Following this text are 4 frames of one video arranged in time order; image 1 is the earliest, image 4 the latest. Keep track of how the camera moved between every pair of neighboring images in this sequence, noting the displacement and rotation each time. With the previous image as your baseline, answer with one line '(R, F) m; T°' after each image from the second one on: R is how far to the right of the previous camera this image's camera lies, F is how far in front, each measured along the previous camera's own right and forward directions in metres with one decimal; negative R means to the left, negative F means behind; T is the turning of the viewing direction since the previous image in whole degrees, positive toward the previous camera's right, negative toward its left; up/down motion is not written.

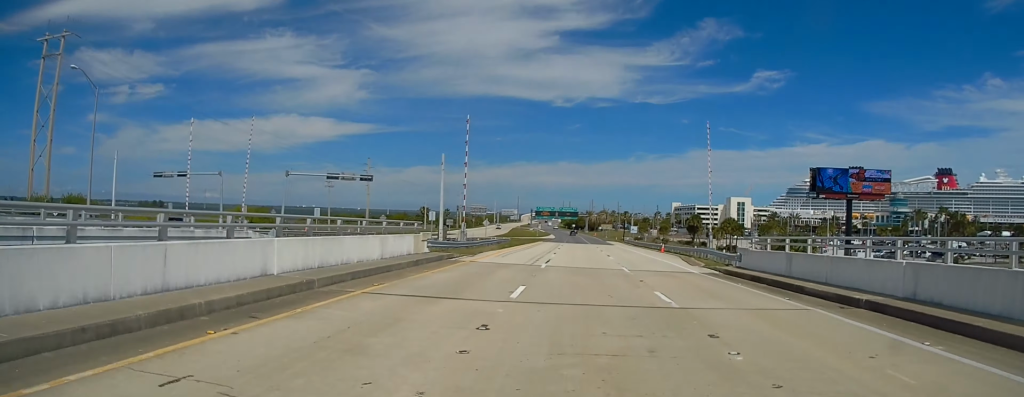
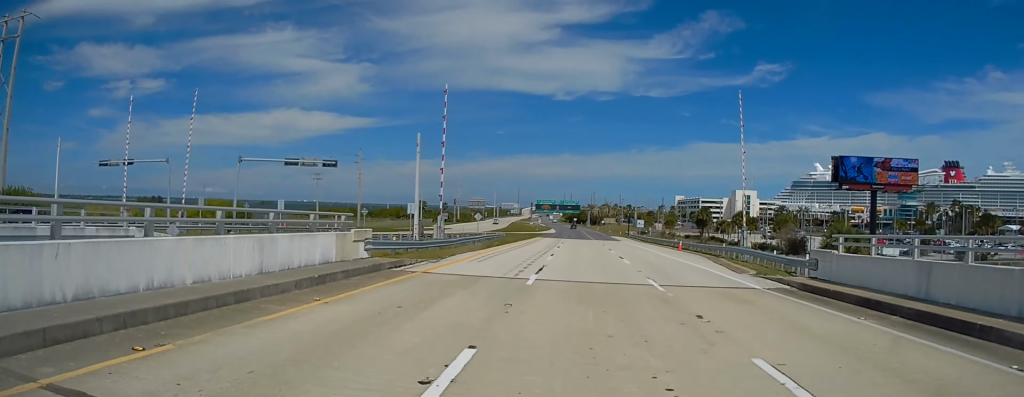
(0.0, +9.8) m; 0°
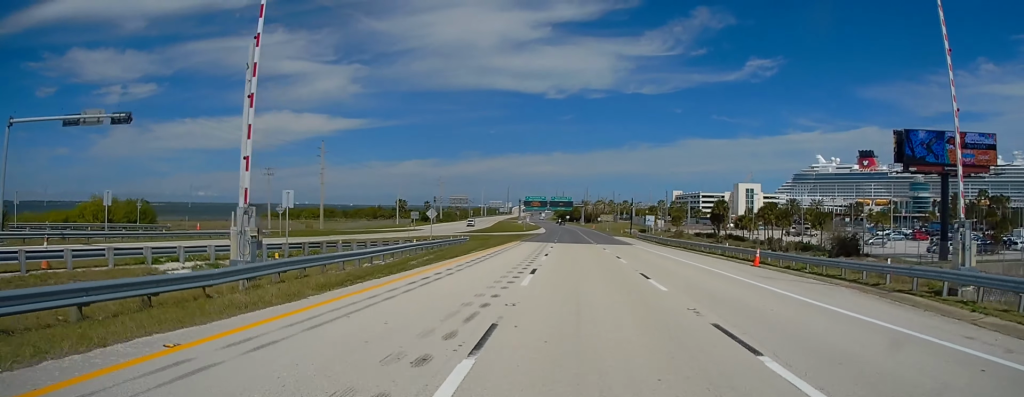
(0.0, +25.4) m; +1°
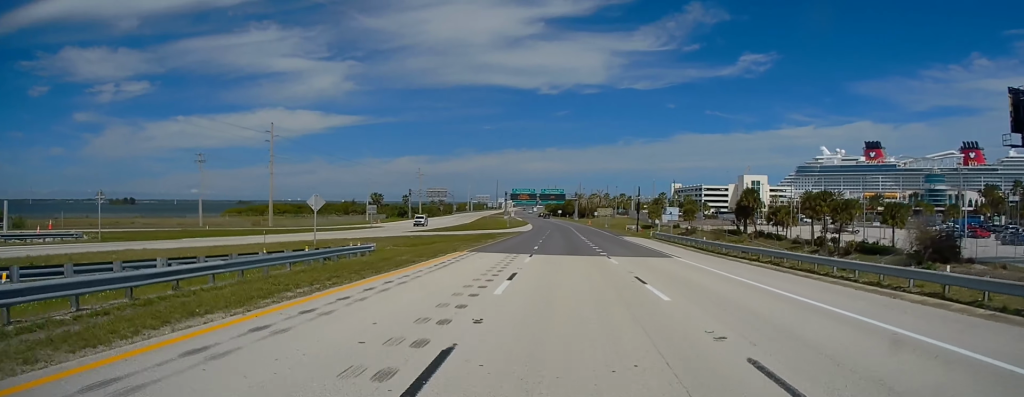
(+0.5, +27.7) m; +1°
